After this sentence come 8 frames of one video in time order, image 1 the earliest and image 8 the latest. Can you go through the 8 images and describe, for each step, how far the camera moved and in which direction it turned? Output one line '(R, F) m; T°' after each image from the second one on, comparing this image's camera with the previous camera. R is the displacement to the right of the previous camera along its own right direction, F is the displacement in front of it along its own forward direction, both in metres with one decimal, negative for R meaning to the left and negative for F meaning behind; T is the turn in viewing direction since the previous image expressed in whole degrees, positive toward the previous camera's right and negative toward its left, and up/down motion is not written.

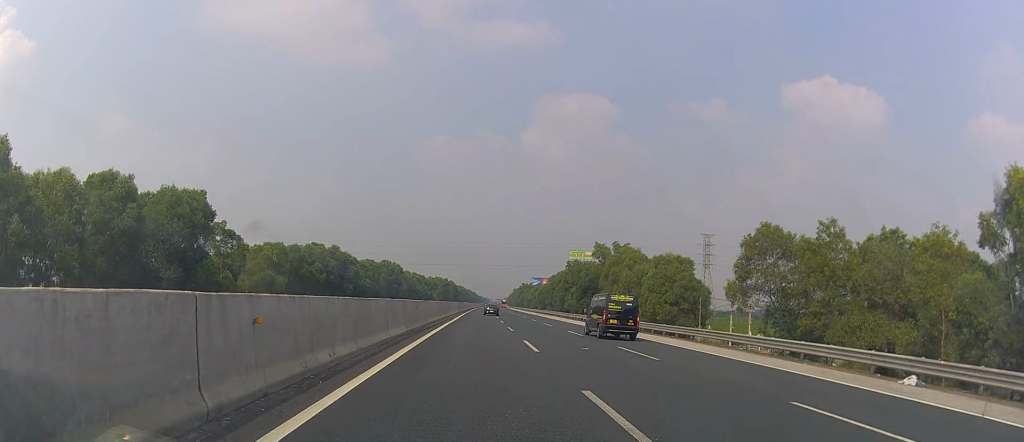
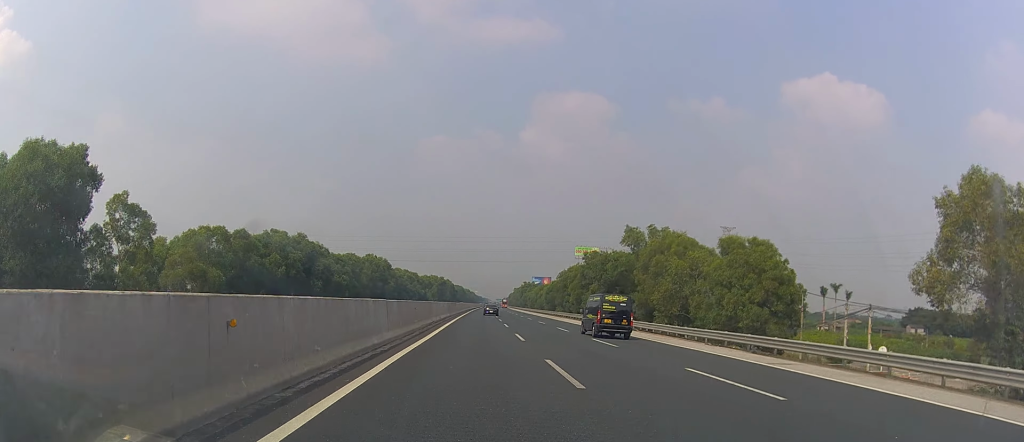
(-0.2, +24.7) m; 0°
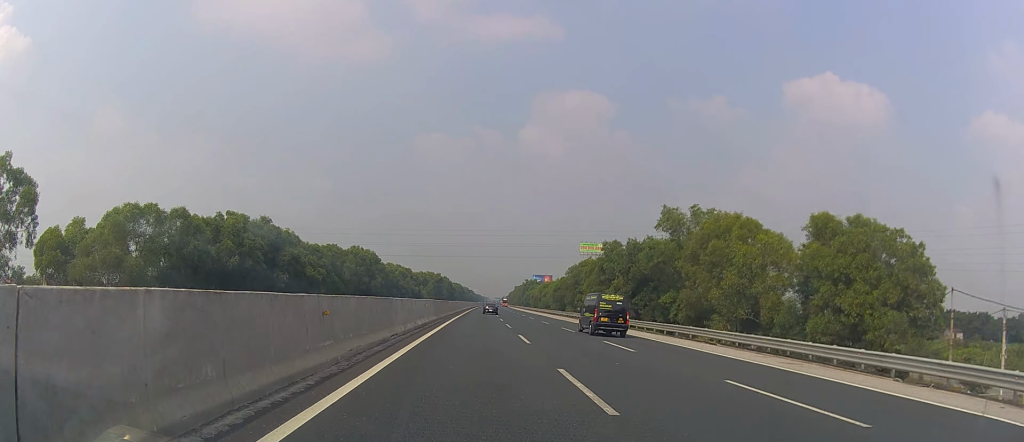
(+0.4, +18.6) m; 0°
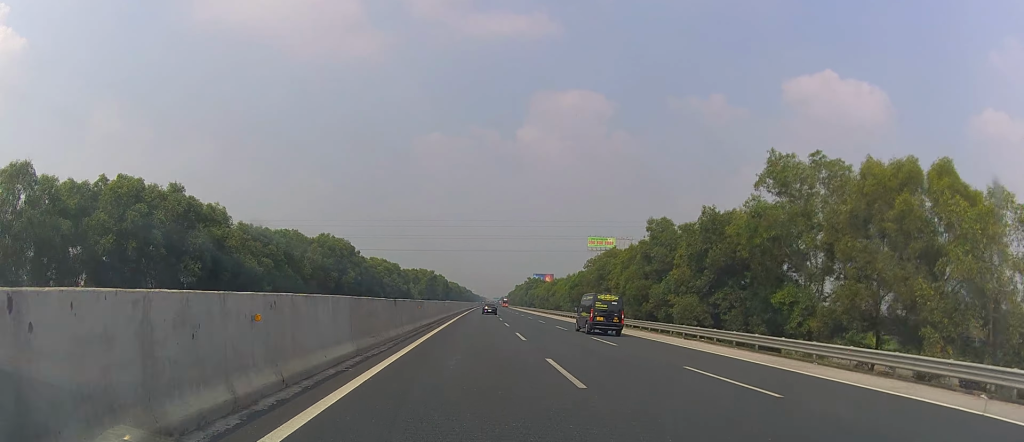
(-0.3, +27.3) m; -1°
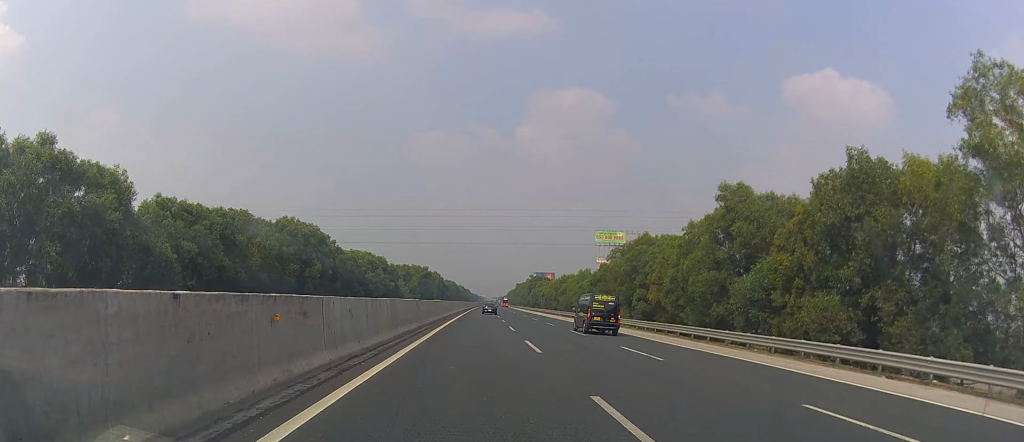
(-0.1, +23.6) m; 0°
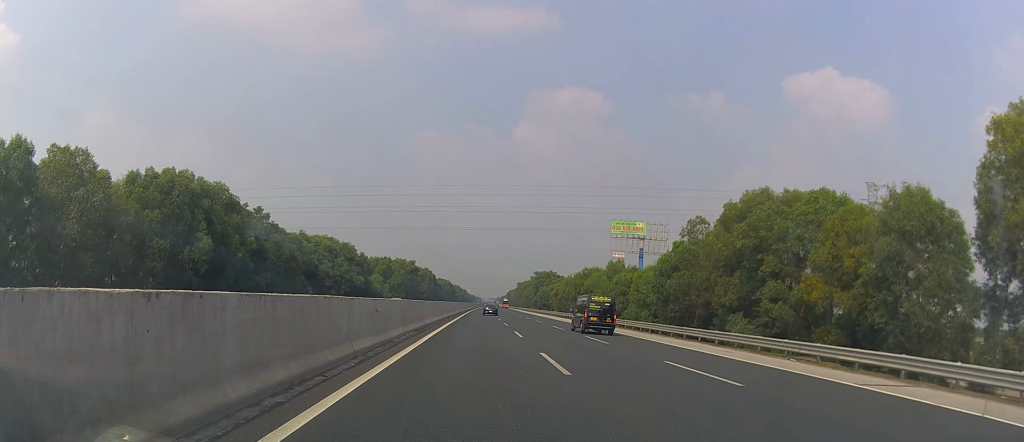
(+0.7, +37.3) m; +2°
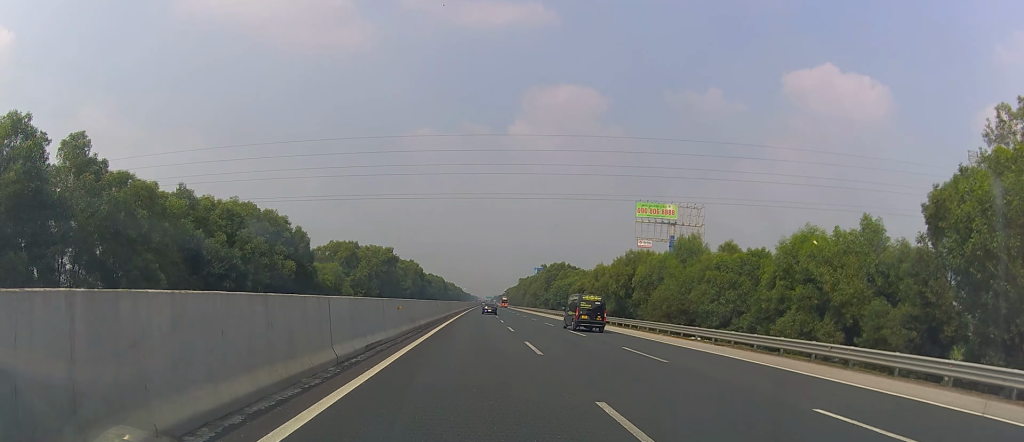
(+0.1, +41.2) m; -1°
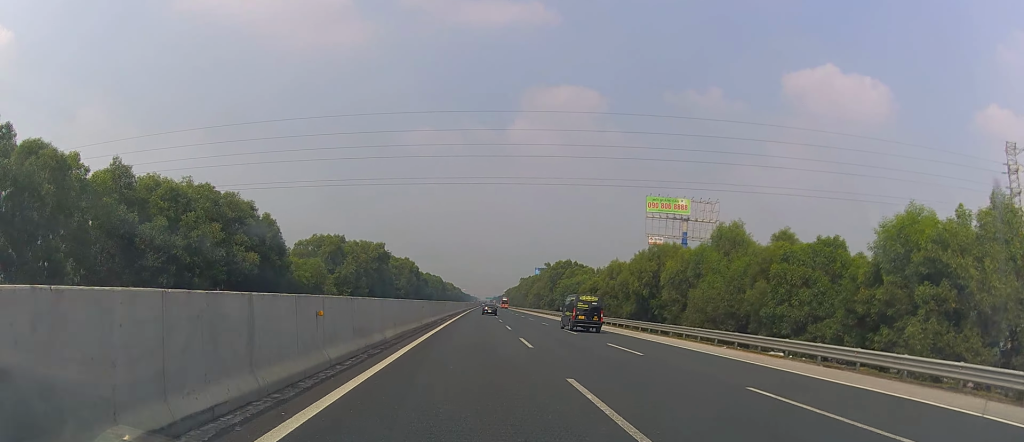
(-0.1, +12.6) m; 0°
